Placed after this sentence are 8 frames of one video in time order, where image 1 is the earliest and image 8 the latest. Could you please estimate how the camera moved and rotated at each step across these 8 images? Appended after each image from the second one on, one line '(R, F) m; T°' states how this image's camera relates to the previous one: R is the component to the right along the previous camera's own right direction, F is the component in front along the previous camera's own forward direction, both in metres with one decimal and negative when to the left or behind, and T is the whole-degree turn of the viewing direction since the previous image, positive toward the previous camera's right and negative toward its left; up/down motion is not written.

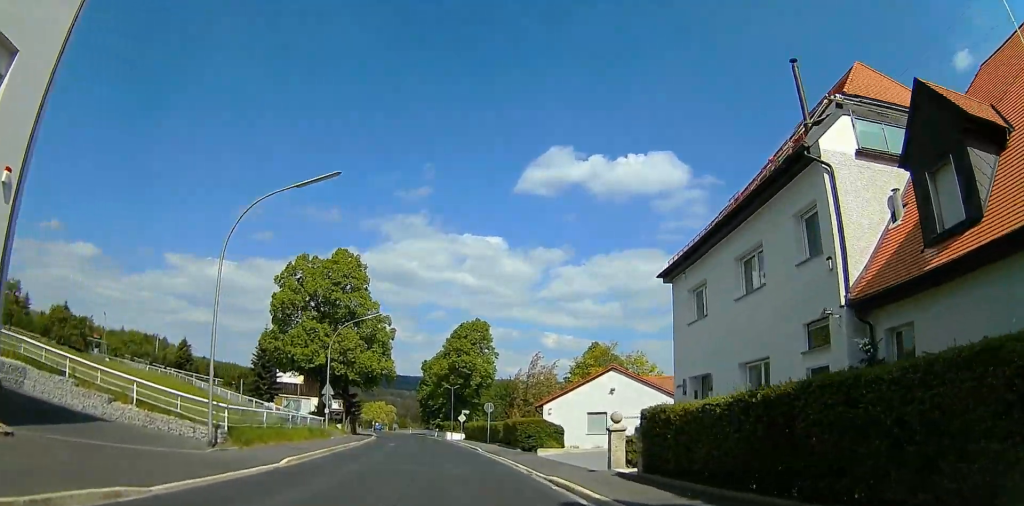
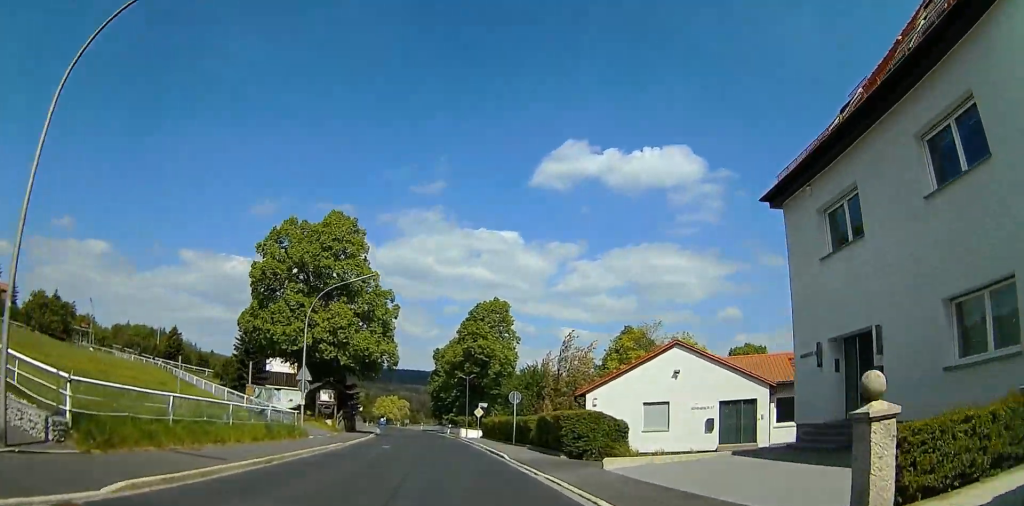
(-0.9, +9.0) m; -5°
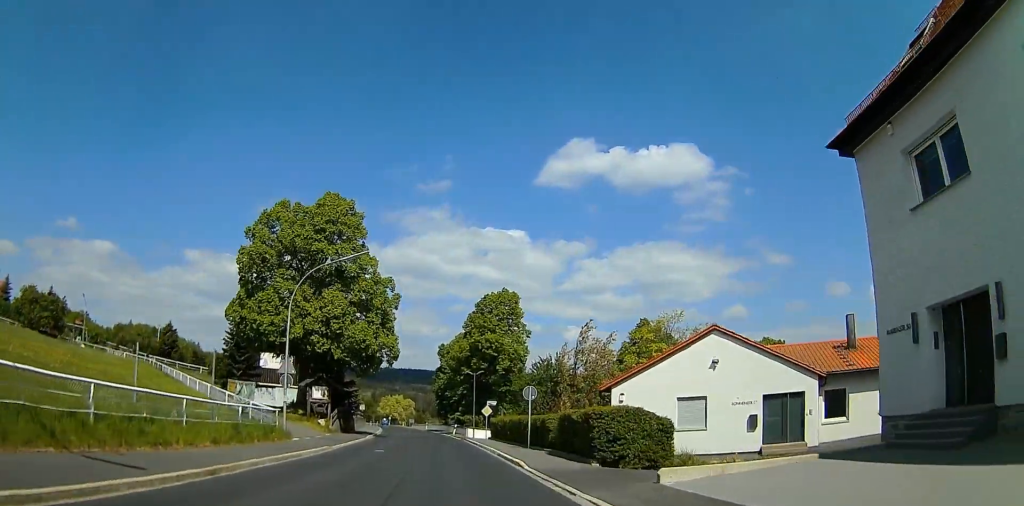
(-0.3, +3.9) m; -1°
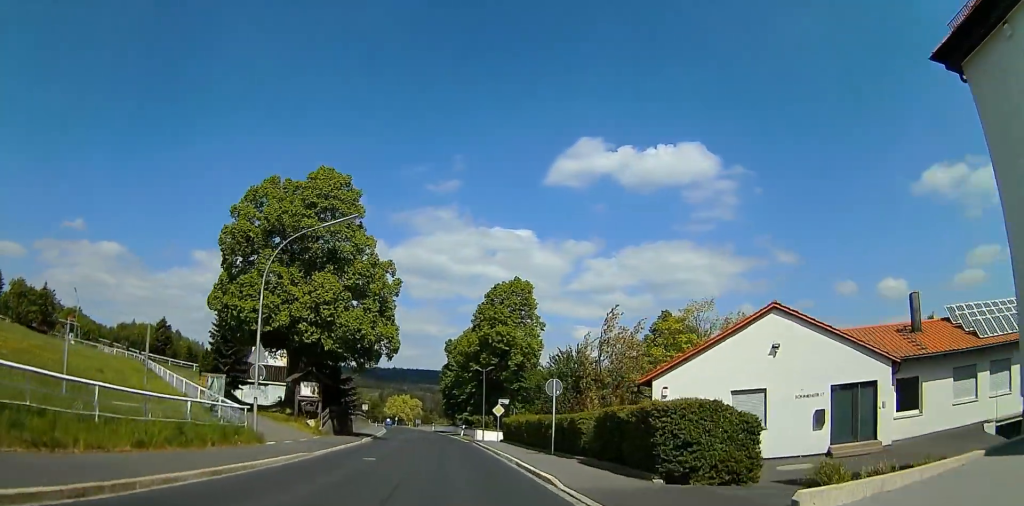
(+0.4, +4.8) m; +2°
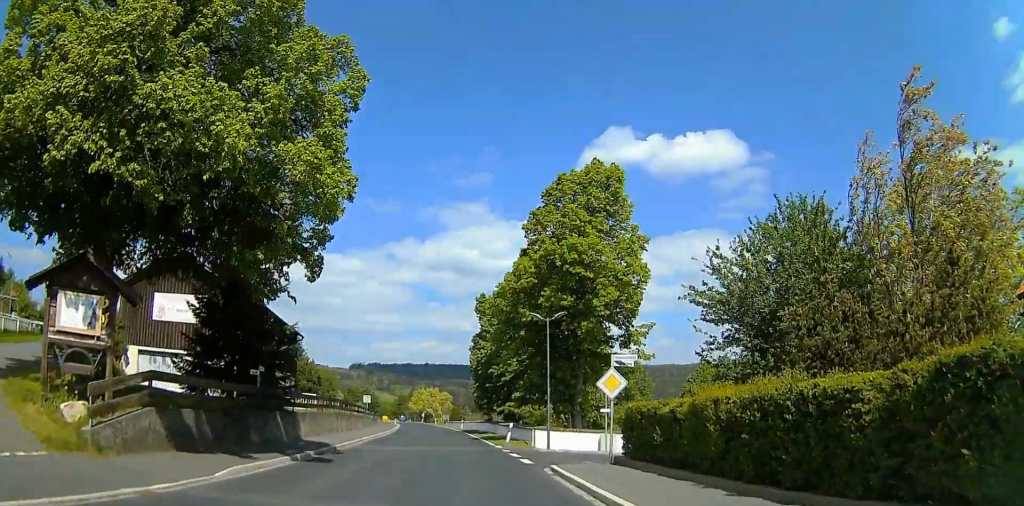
(+0.9, +24.2) m; +2°
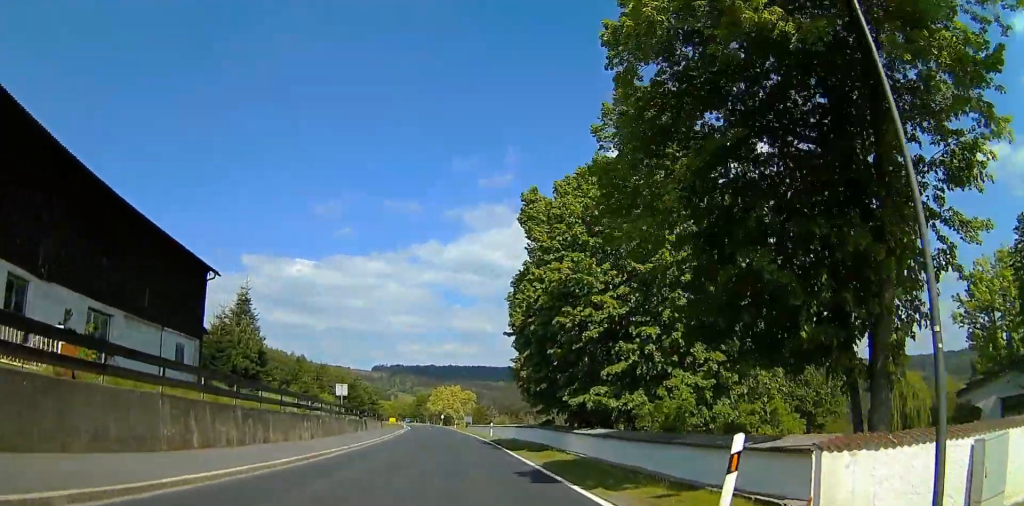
(-1.3, +23.4) m; -7°
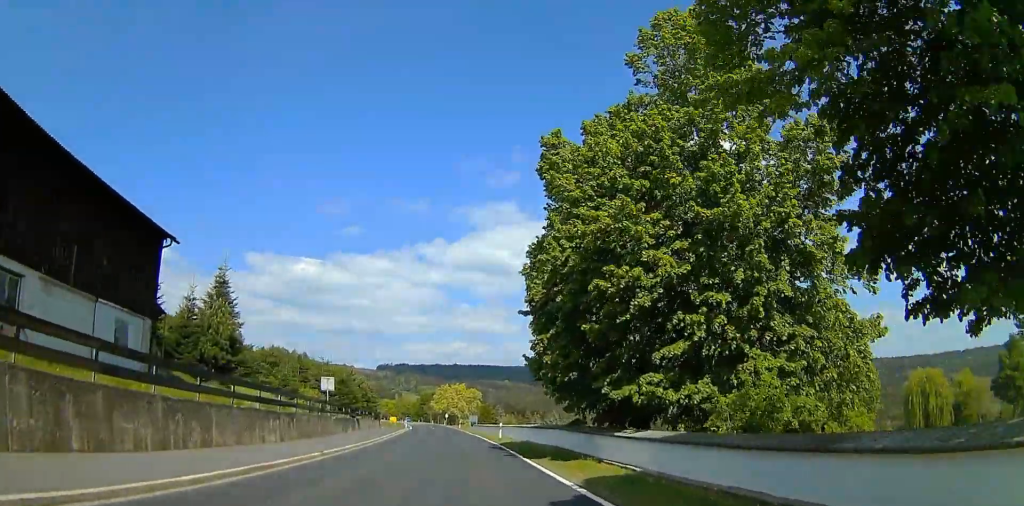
(-0.1, +5.6) m; -1°
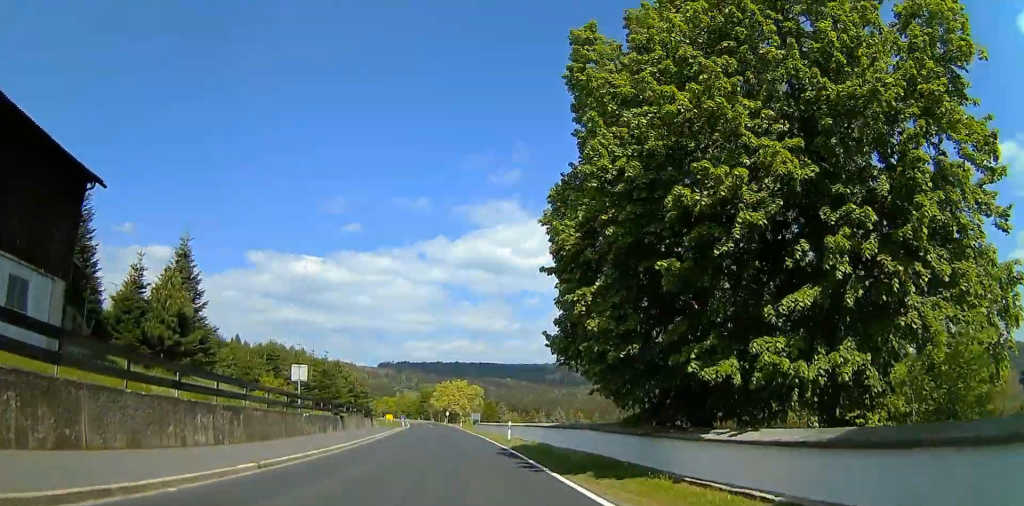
(0.0, +6.4) m; 0°
